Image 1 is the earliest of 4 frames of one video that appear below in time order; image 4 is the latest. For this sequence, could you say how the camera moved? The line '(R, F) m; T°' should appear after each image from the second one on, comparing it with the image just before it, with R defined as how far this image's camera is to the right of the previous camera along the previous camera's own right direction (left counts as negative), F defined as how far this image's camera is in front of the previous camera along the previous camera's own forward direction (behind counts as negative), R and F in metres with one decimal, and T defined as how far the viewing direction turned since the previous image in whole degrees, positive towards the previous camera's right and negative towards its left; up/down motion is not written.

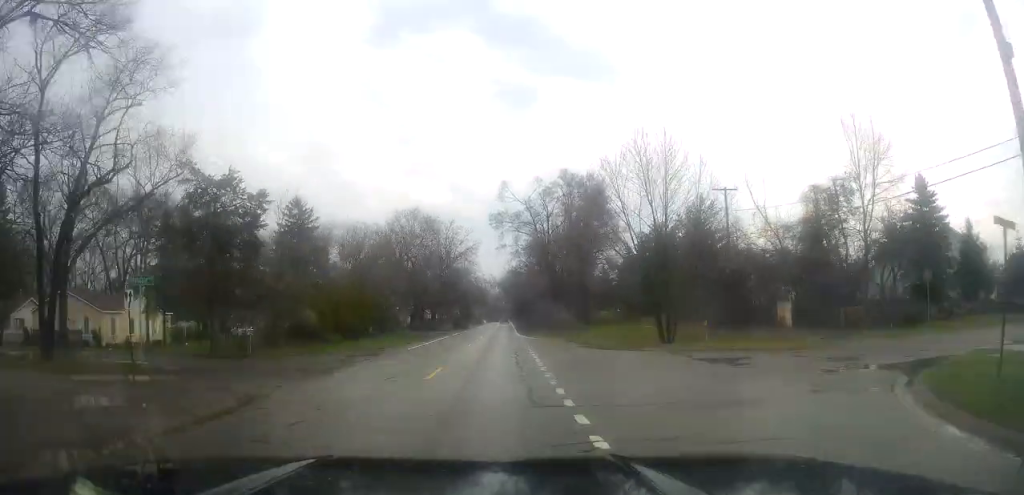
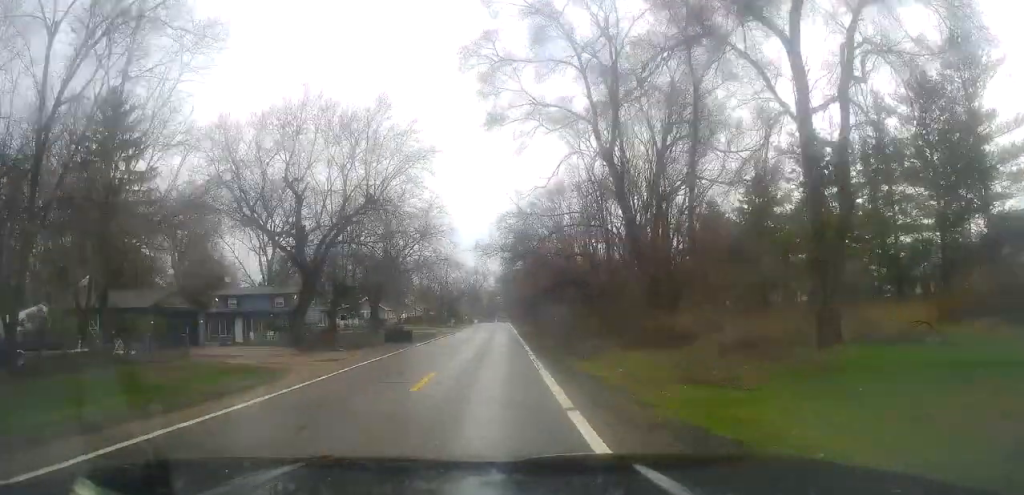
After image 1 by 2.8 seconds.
(+0.2, +48.0) m; 0°
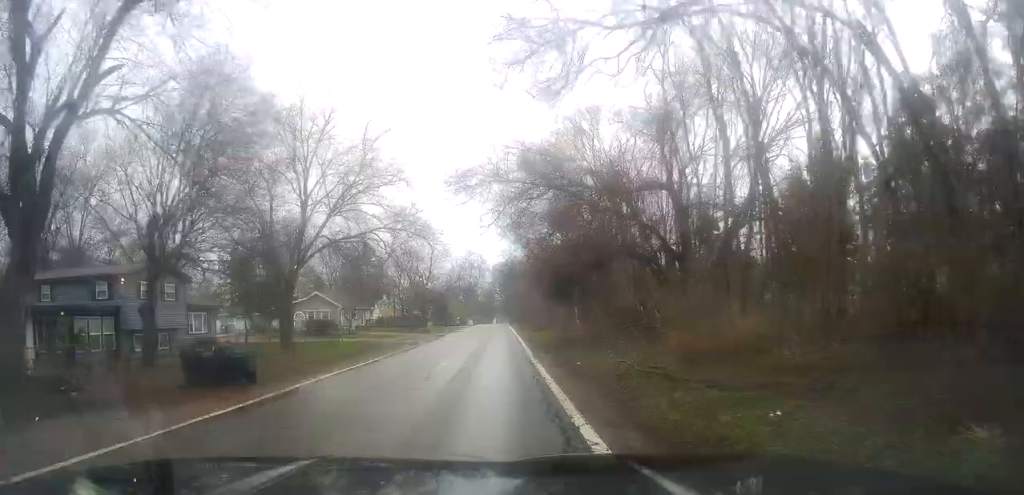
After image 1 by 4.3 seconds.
(0.0, +25.3) m; 0°
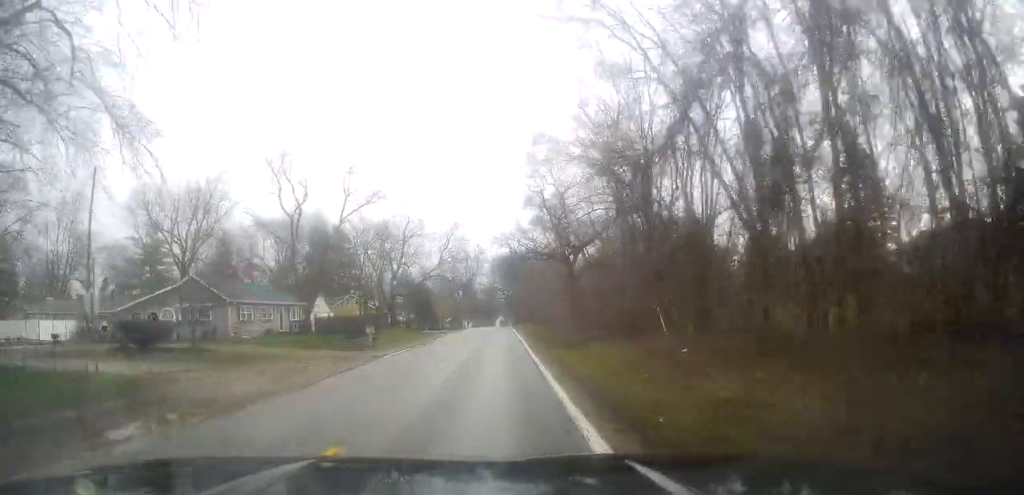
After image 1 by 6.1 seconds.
(-0.1, +30.3) m; 0°
